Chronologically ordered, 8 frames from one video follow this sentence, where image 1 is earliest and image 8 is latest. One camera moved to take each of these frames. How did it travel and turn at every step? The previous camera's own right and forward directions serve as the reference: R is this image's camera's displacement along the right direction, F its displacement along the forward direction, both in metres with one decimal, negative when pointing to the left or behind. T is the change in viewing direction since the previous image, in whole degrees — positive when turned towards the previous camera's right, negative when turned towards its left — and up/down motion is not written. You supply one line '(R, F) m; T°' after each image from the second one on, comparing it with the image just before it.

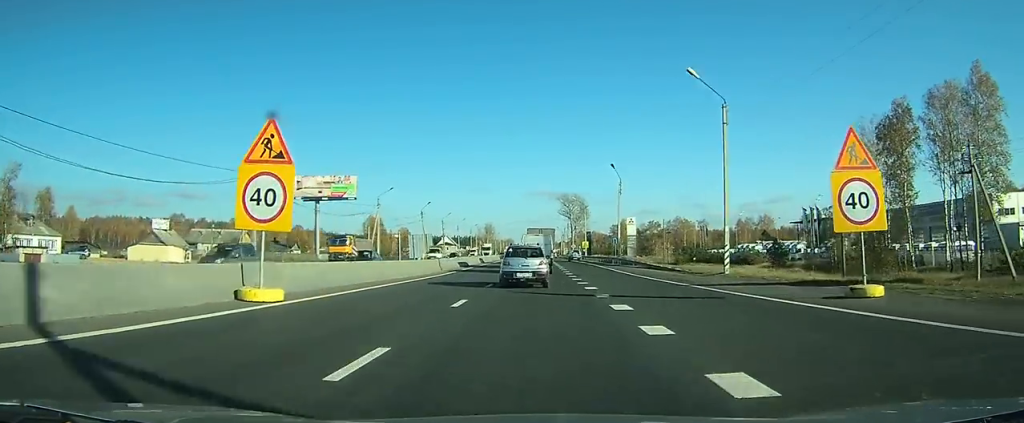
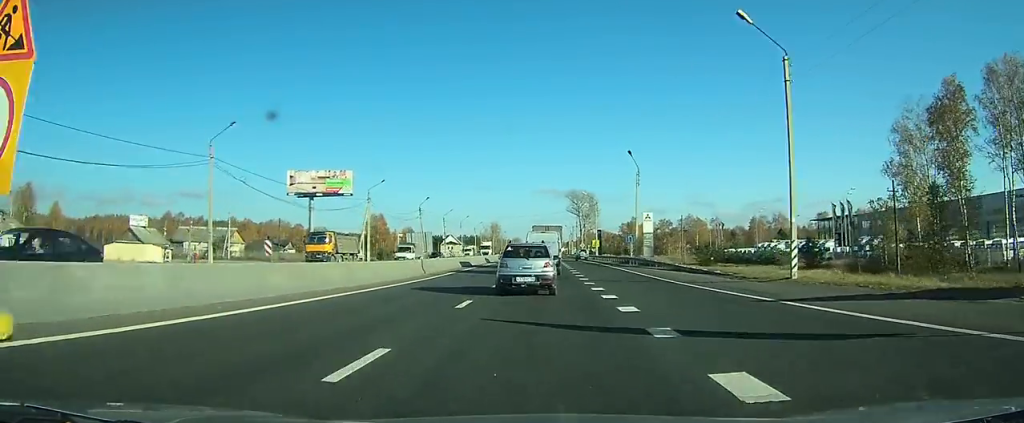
(-0.2, +7.5) m; -1°
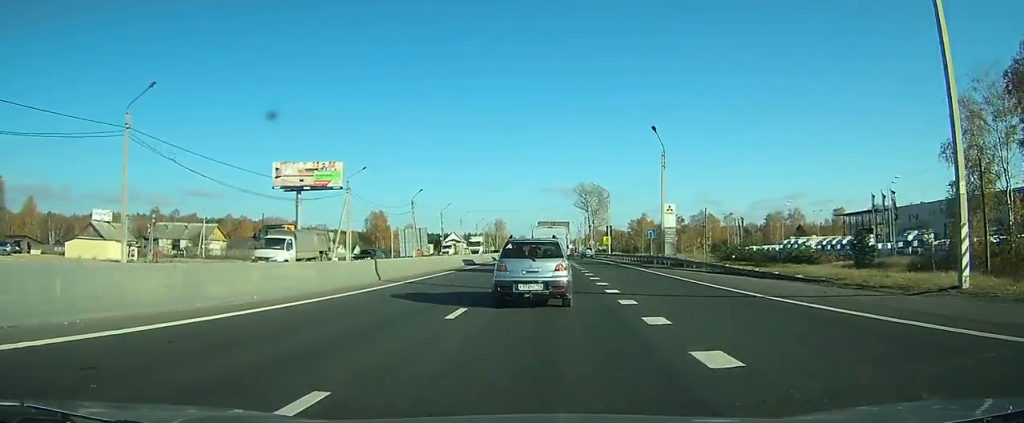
(-0.1, +11.3) m; -1°
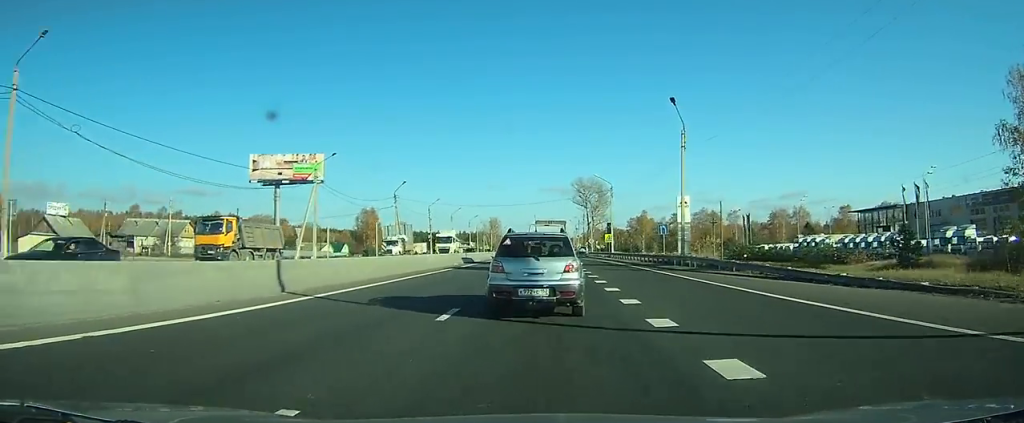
(-0.2, +8.8) m; -1°
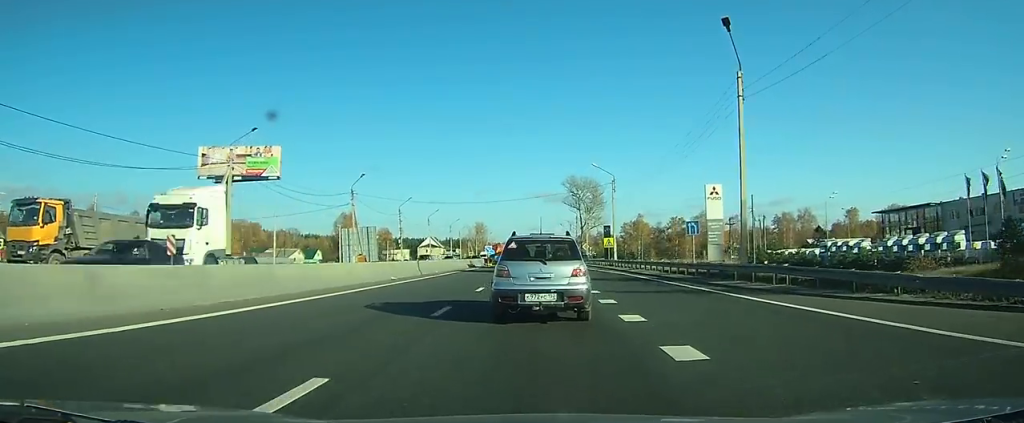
(-0.1, +16.6) m; +1°
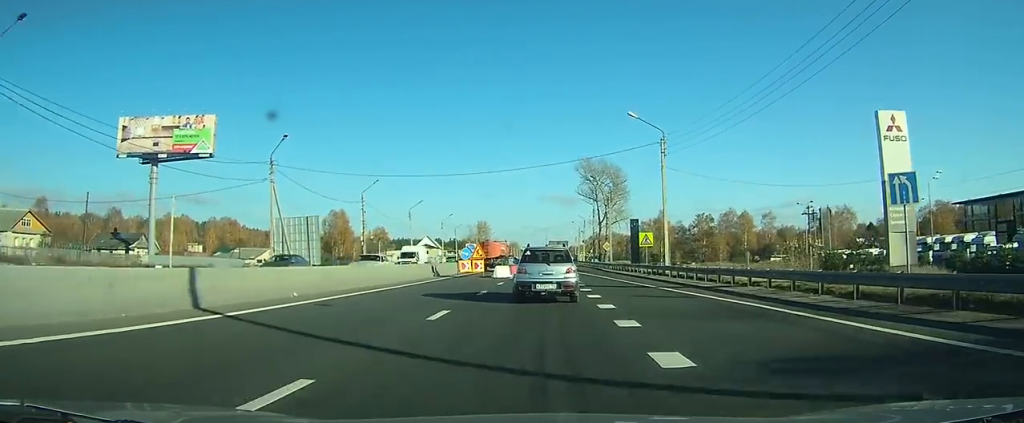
(+0.7, +25.2) m; +2°
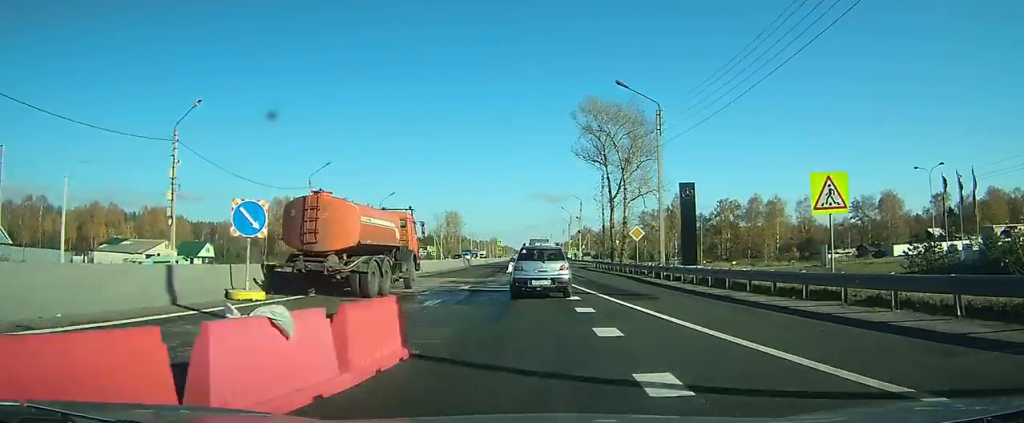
(+0.3, +34.9) m; +1°
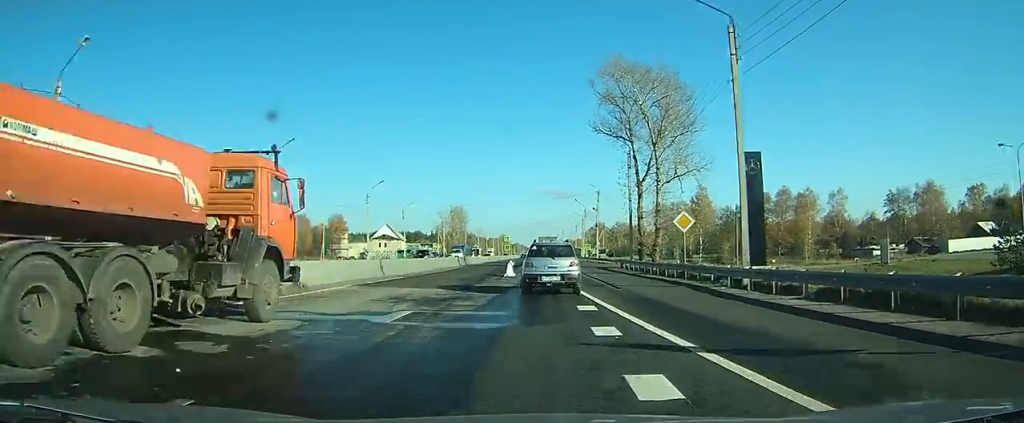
(0.0, +11.5) m; 0°
